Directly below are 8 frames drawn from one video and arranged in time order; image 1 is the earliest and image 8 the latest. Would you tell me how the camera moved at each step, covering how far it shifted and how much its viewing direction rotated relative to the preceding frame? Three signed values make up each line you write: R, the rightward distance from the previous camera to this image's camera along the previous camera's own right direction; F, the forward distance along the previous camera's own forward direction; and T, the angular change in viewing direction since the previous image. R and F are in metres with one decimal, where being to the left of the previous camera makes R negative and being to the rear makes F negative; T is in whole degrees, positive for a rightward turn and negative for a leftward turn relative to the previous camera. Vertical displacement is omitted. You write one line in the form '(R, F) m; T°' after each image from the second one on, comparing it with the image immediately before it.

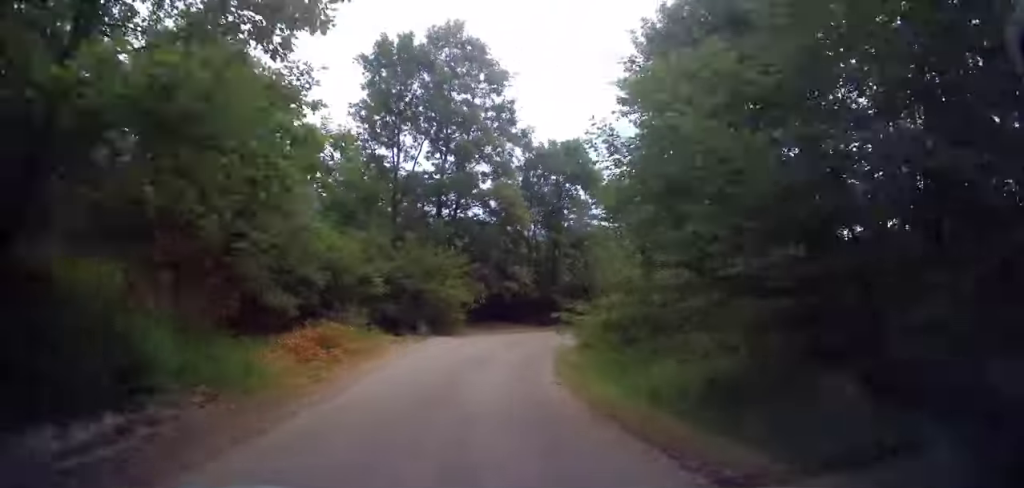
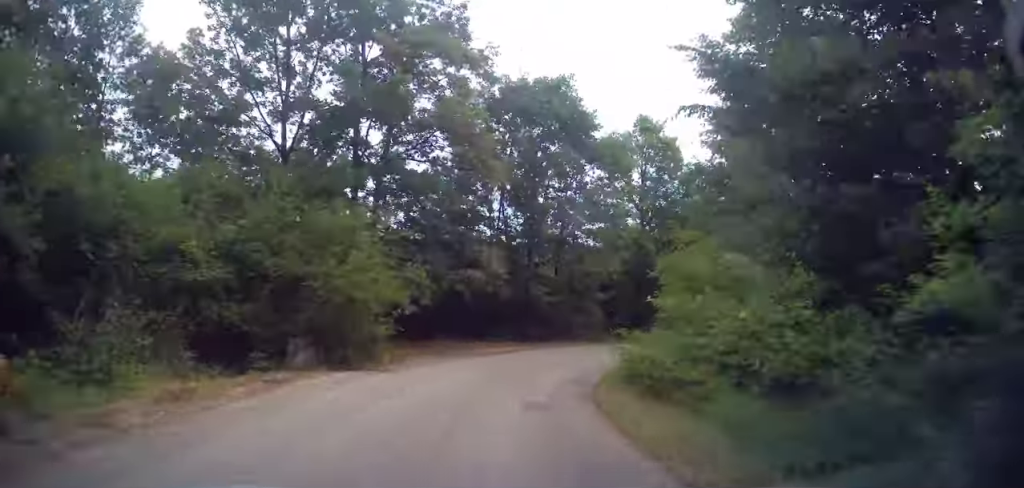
(+0.4, +11.0) m; +6°
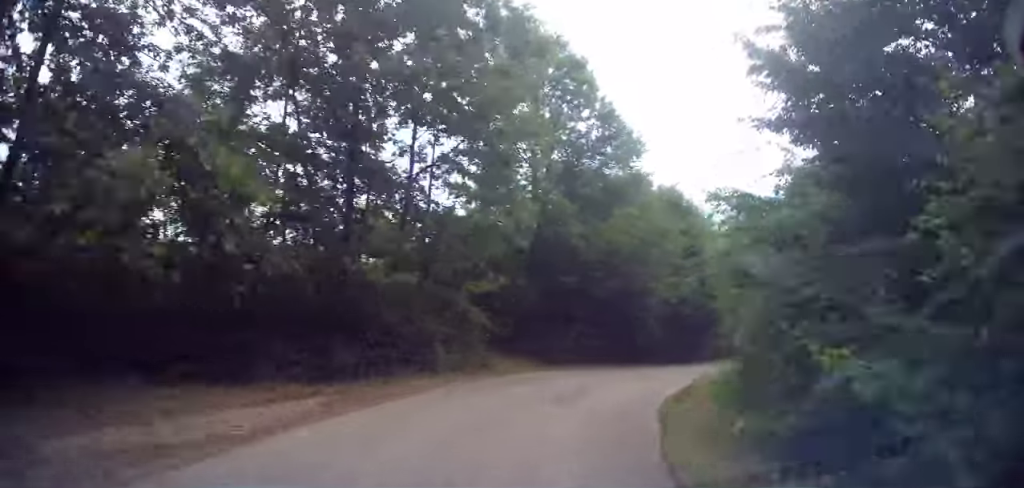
(+1.1, +12.7) m; +14°
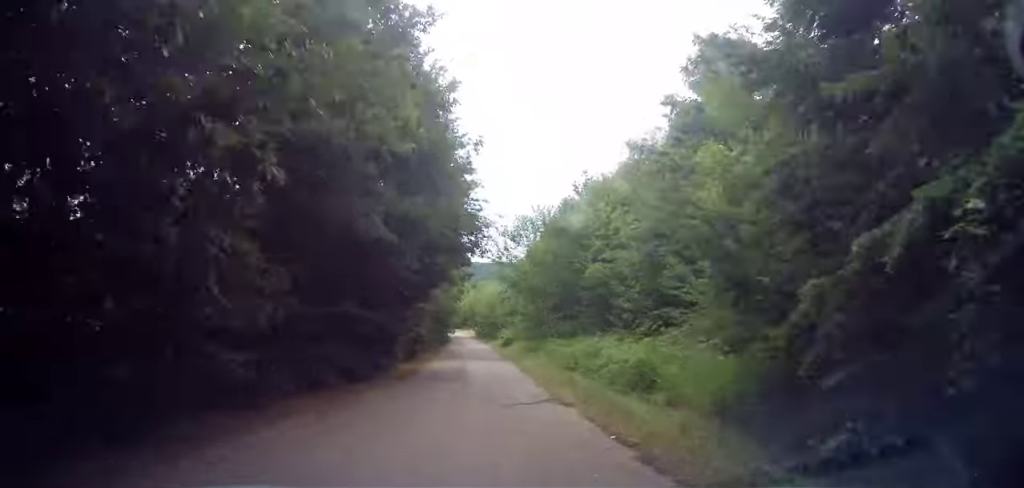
(+6.0, +20.5) m; +28°
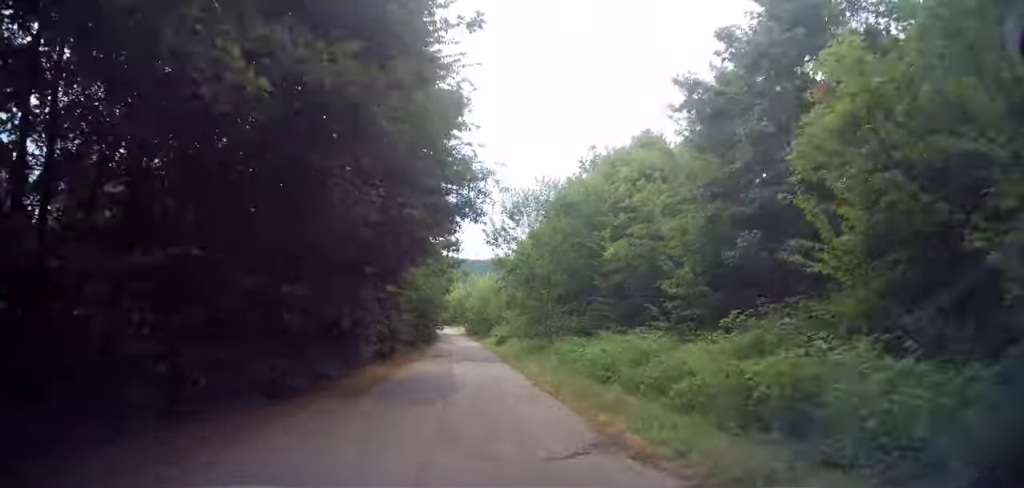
(+0.1, +4.7) m; +4°
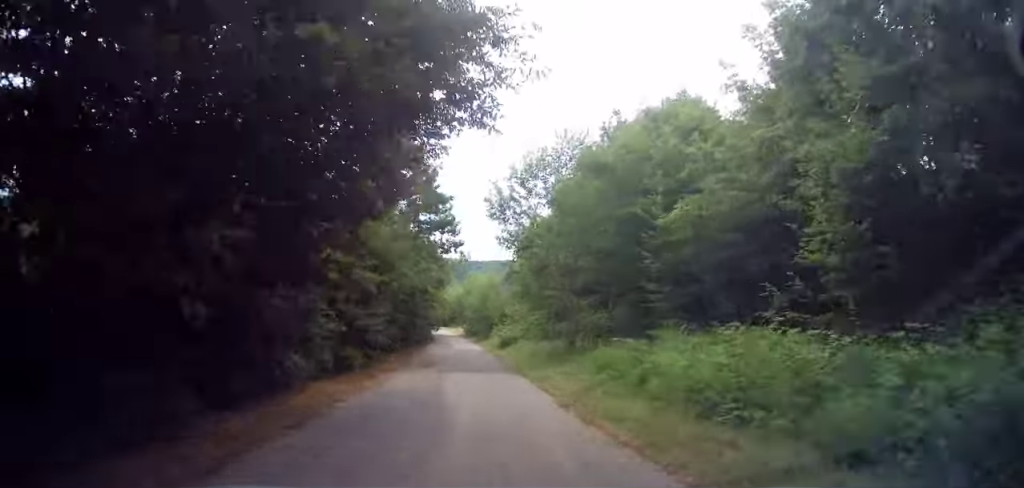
(+0.3, +5.6) m; +1°
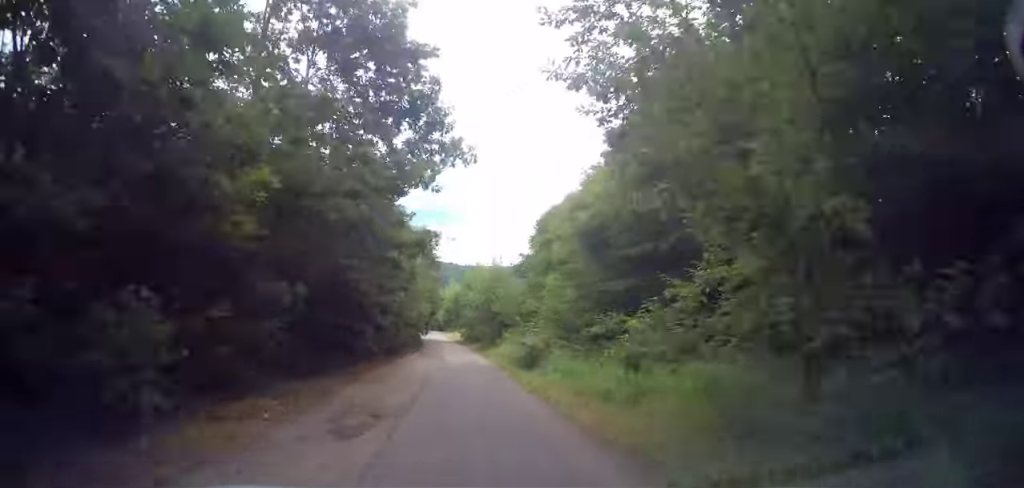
(+0.2, +12.9) m; 0°
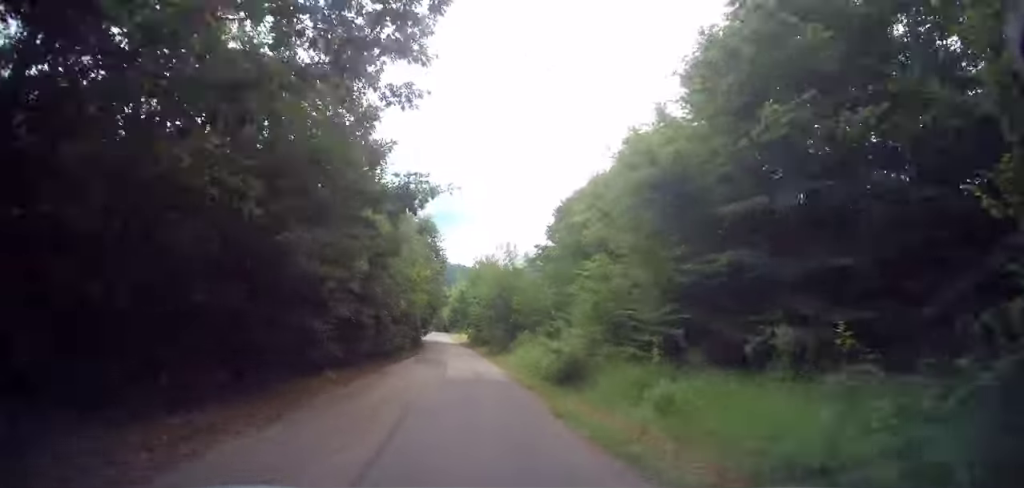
(0.0, +5.7) m; 0°
